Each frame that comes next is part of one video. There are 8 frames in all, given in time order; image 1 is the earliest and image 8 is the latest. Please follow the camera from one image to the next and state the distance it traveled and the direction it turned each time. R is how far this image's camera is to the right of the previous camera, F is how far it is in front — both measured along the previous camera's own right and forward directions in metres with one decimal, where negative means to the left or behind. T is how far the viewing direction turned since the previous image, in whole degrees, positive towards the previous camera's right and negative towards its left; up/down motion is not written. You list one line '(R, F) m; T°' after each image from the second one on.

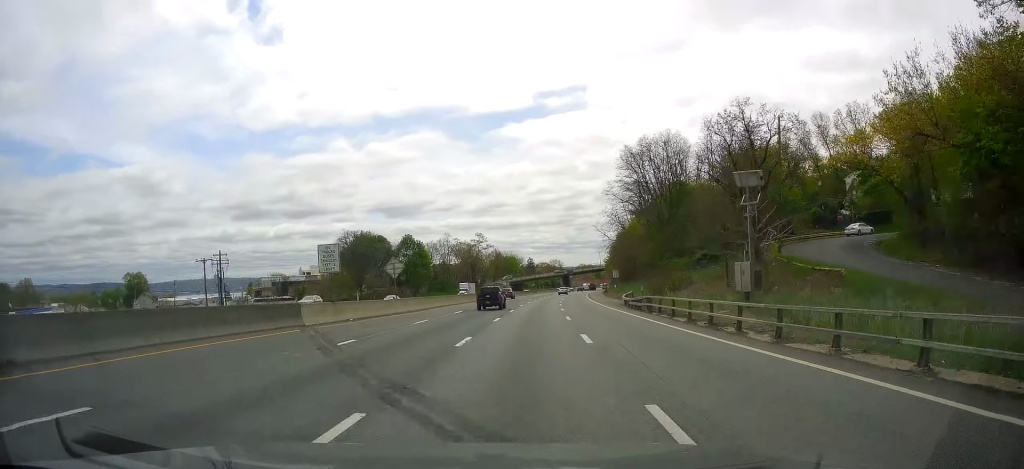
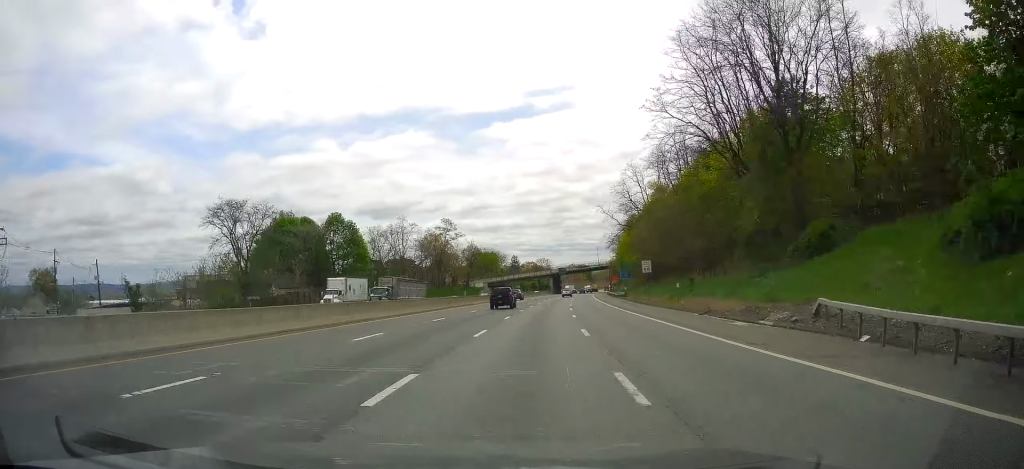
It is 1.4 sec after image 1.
(+0.8, +45.6) m; +2°
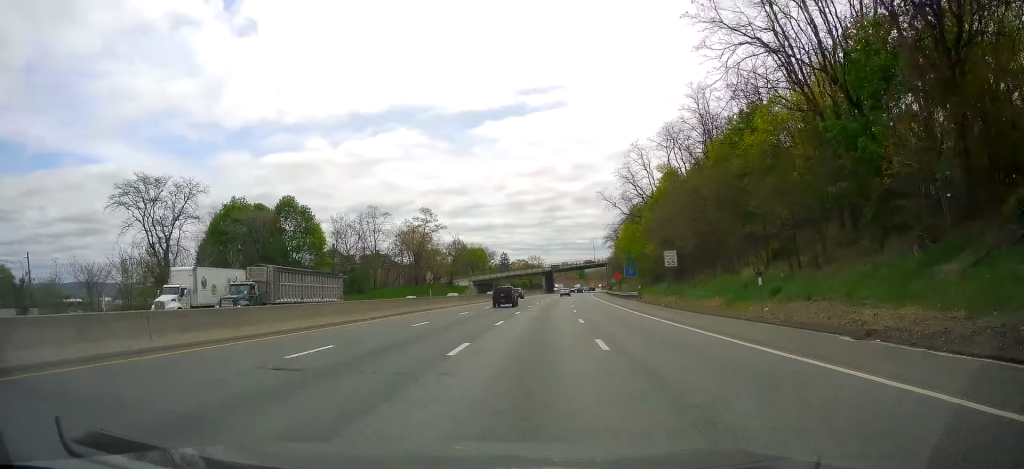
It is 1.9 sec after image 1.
(+0.1, +17.4) m; +1°
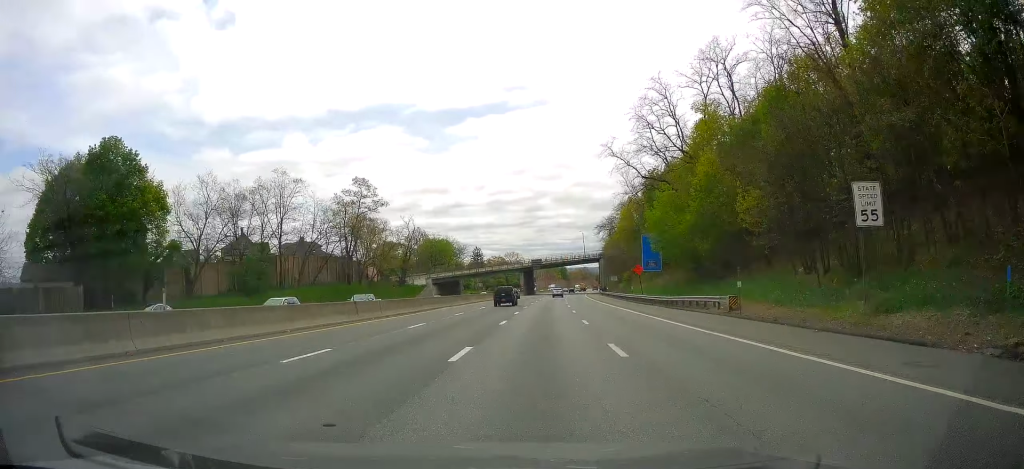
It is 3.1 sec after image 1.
(+0.4, +37.1) m; 0°
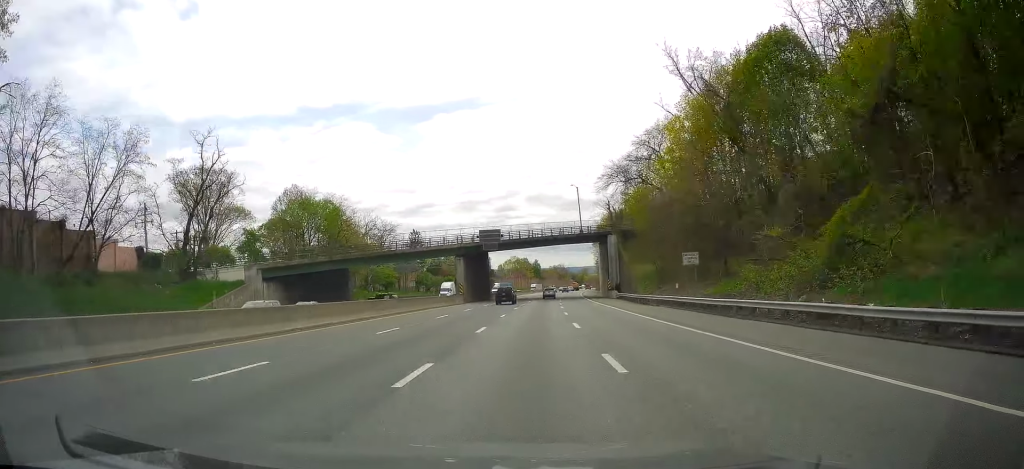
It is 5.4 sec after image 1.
(+2.5, +75.6) m; +4°
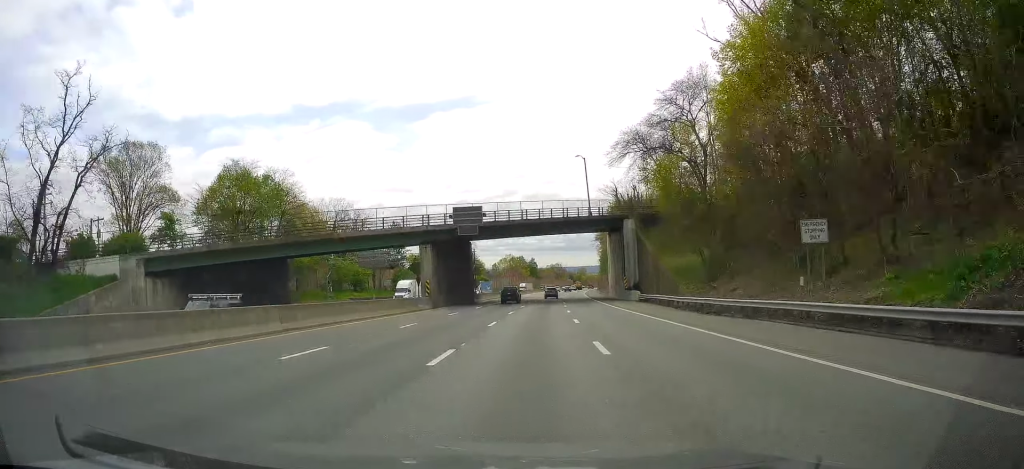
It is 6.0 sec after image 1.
(0.0, +20.8) m; 0°
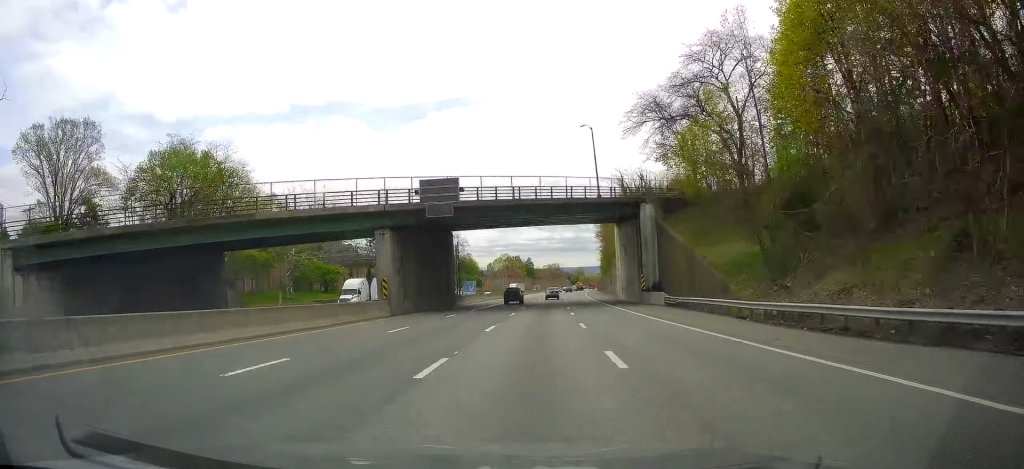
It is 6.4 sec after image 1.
(0.0, +14.2) m; 0°
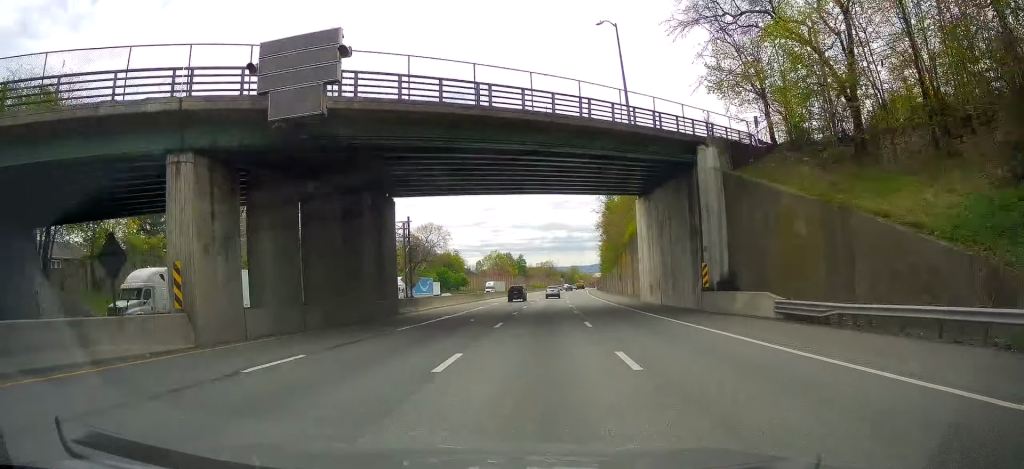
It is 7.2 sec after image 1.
(+0.1, +24.0) m; +1°
